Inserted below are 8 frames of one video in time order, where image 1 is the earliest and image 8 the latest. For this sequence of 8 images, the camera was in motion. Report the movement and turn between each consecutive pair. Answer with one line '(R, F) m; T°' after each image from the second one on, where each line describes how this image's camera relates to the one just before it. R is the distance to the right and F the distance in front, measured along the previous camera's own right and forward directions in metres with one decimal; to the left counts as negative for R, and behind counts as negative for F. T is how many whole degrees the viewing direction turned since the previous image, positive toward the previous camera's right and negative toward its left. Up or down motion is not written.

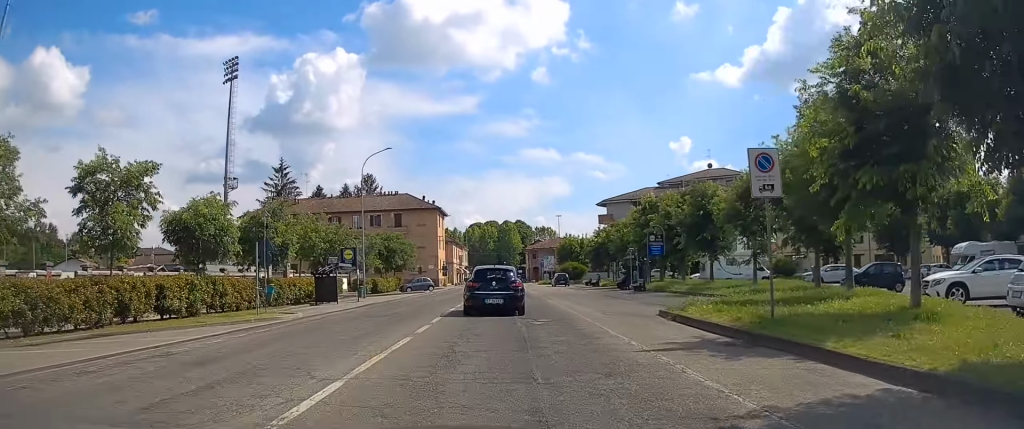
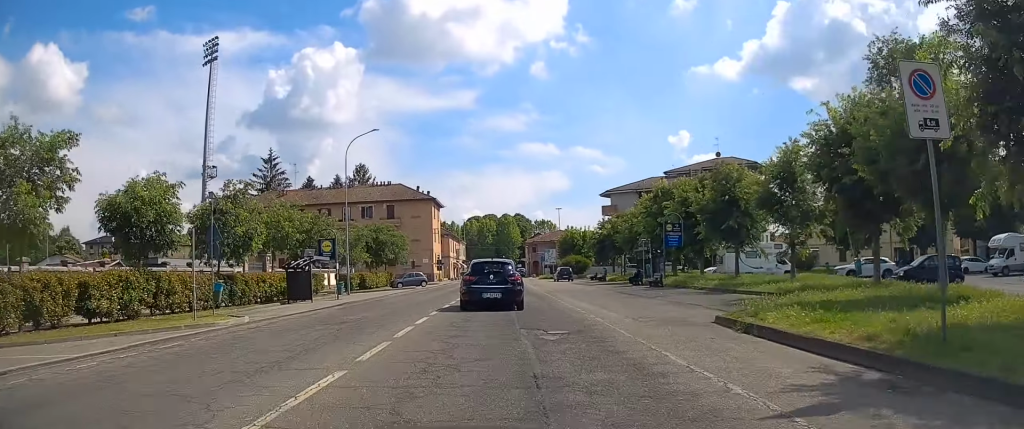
(0.0, +5.1) m; 0°
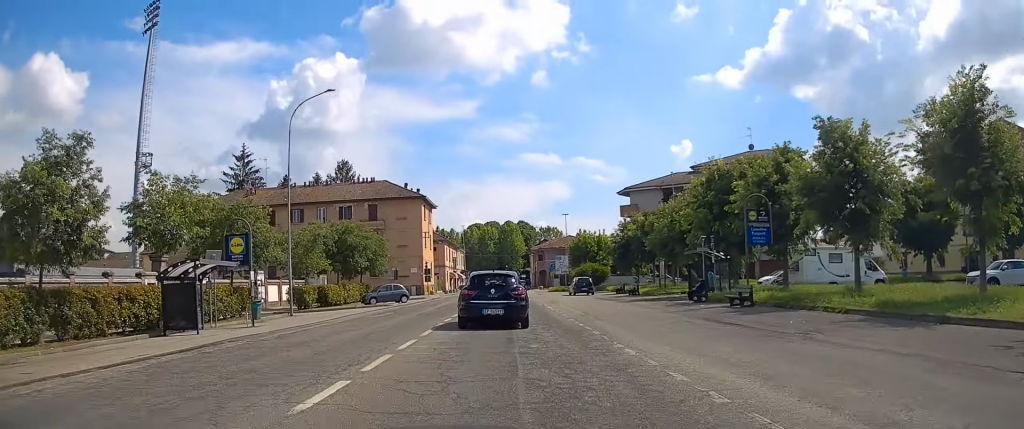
(0.0, +13.6) m; 0°
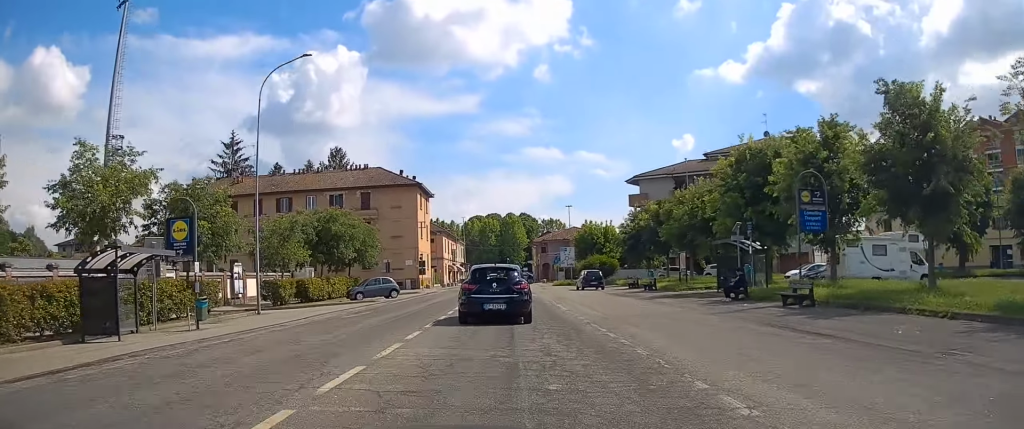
(0.0, +4.9) m; 0°
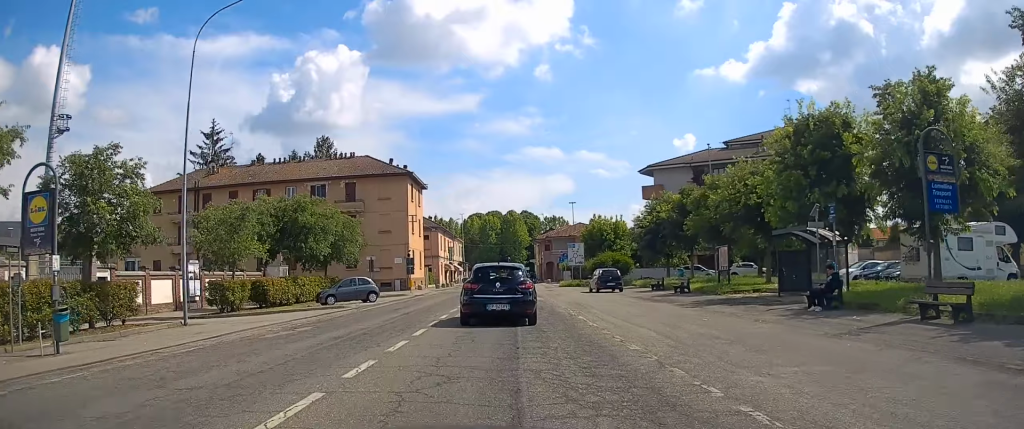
(0.0, +7.4) m; 0°
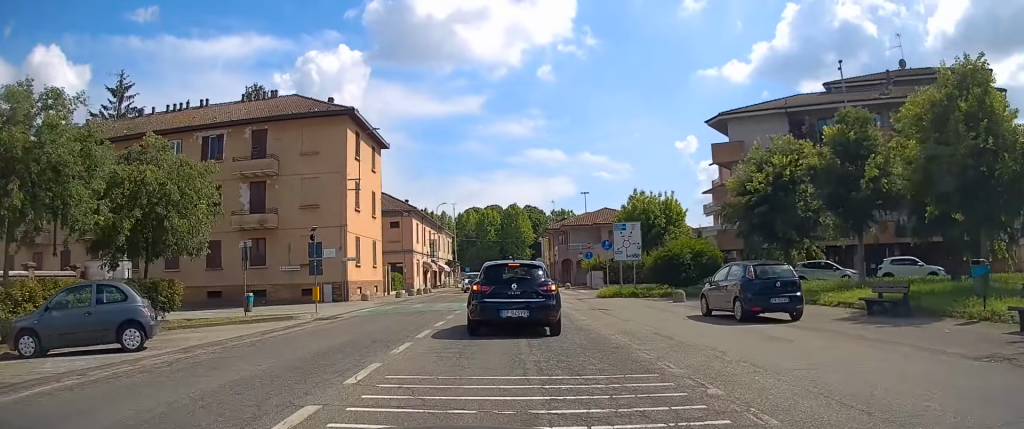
(0.0, +24.8) m; 0°
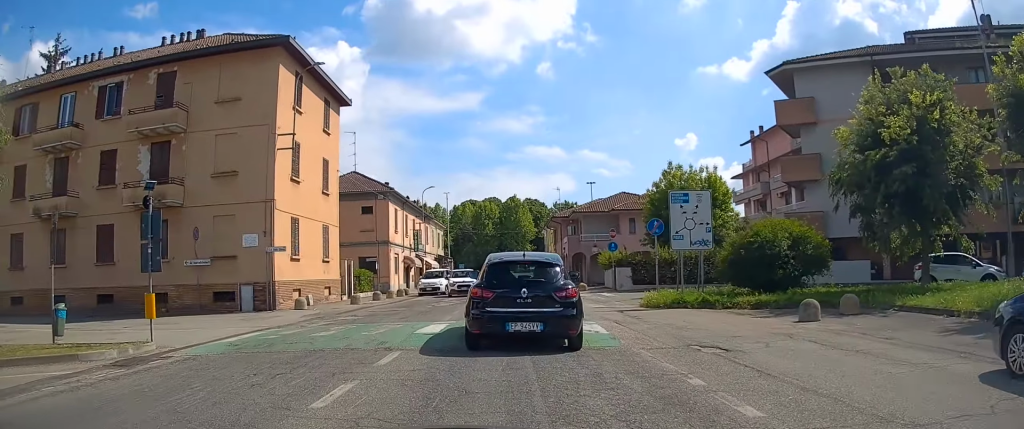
(0.0, +12.3) m; 0°
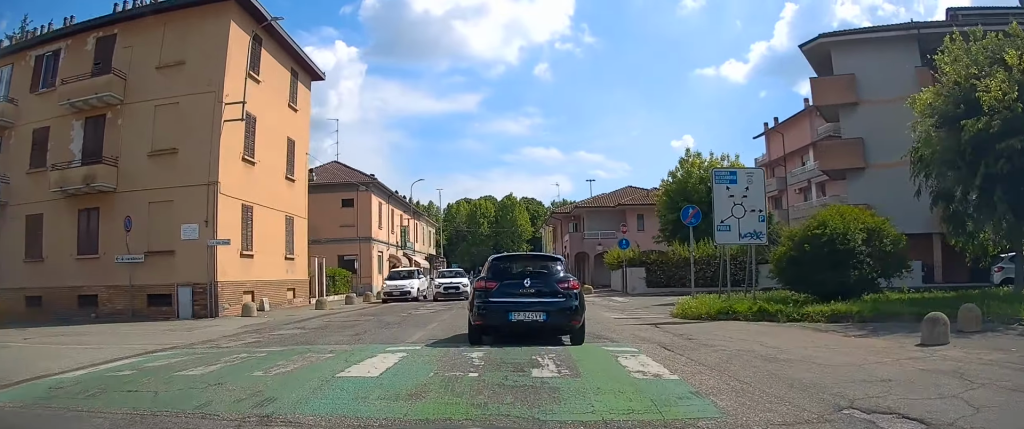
(0.0, +5.5) m; 0°
